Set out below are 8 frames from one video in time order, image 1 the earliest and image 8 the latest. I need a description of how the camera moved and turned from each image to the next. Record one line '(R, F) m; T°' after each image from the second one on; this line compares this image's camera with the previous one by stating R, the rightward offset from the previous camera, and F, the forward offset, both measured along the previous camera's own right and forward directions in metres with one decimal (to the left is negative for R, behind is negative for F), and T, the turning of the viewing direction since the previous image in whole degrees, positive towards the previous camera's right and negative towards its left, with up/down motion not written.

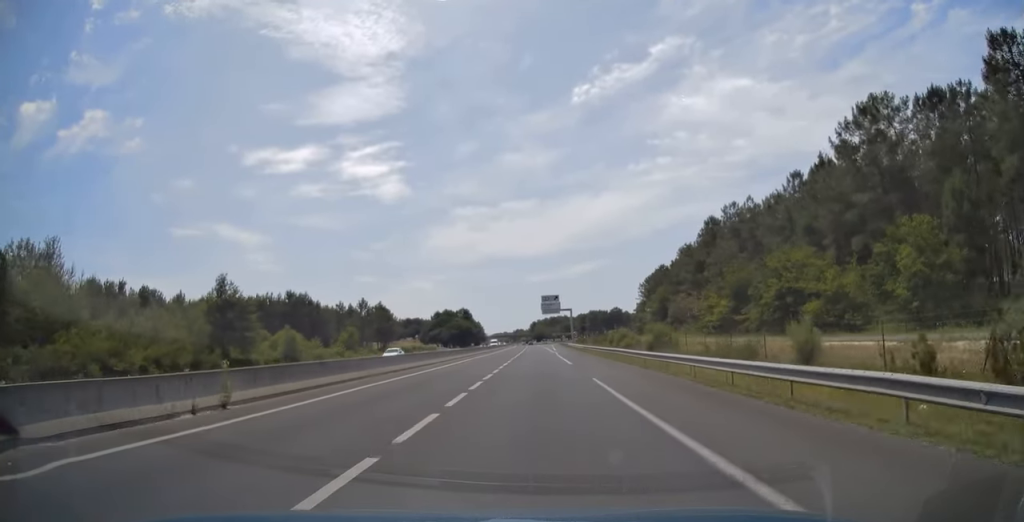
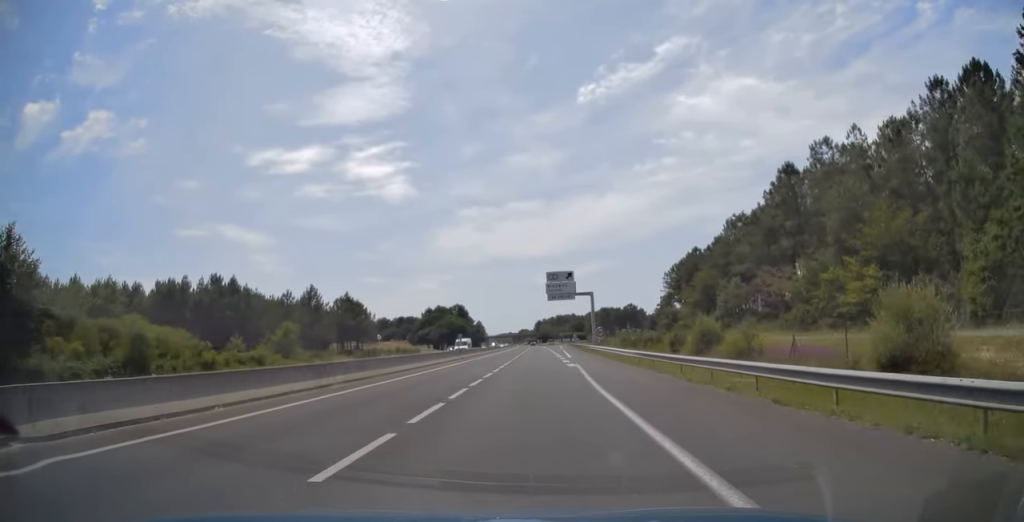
(-0.4, +37.5) m; -1°
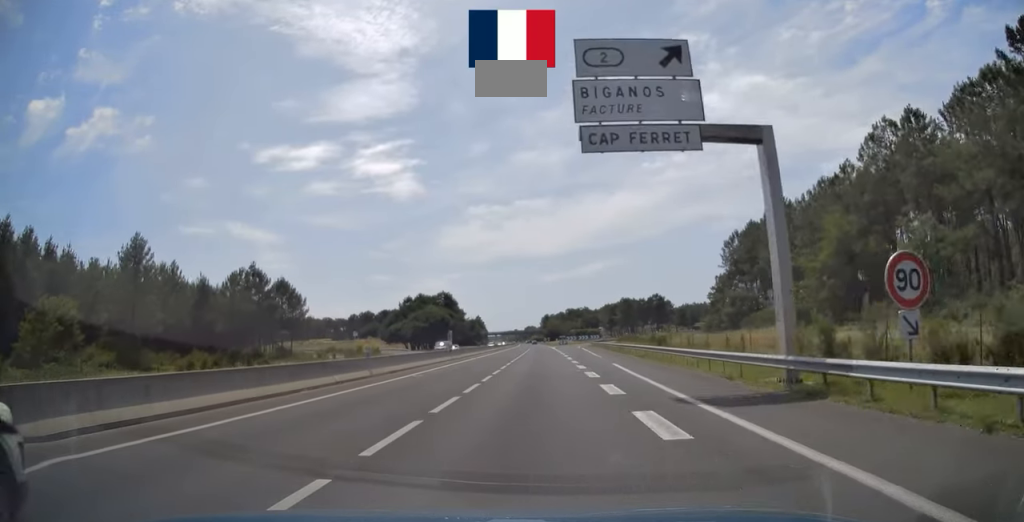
(-0.1, +55.8) m; 0°
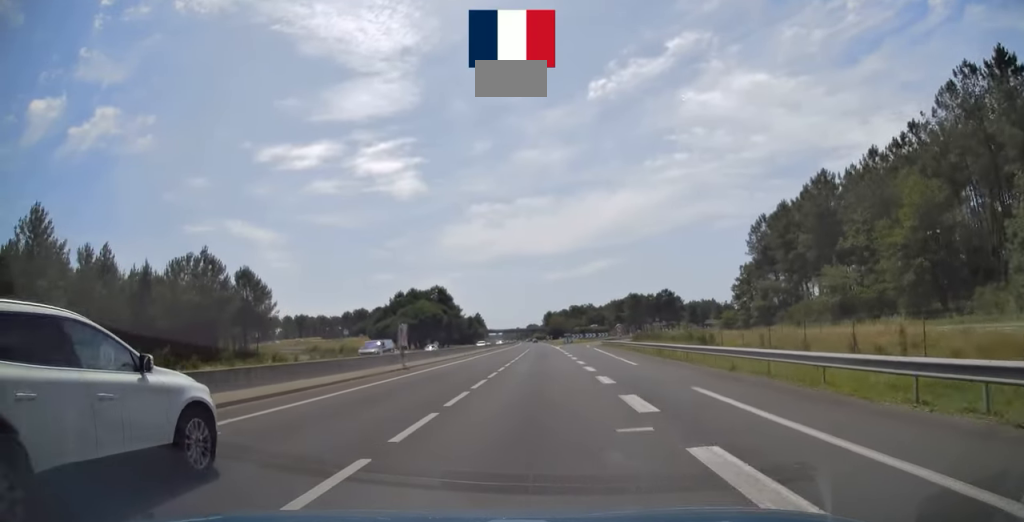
(0.0, +16.6) m; 0°
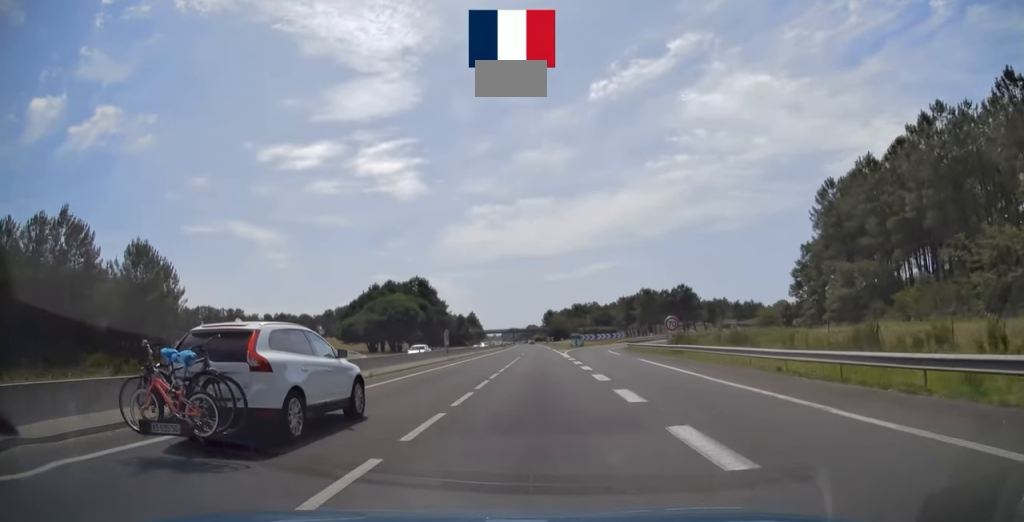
(0.0, +30.6) m; -1°
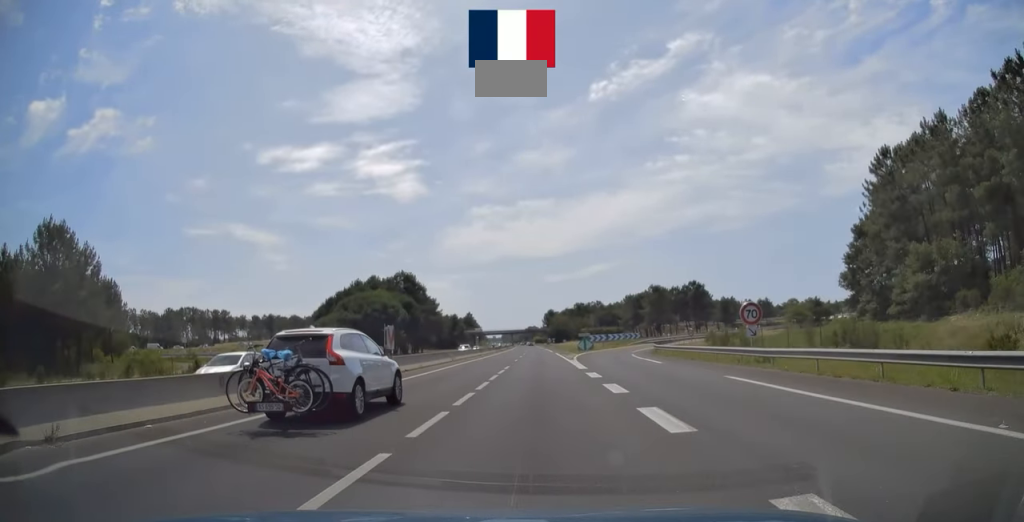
(-0.2, +17.2) m; 0°
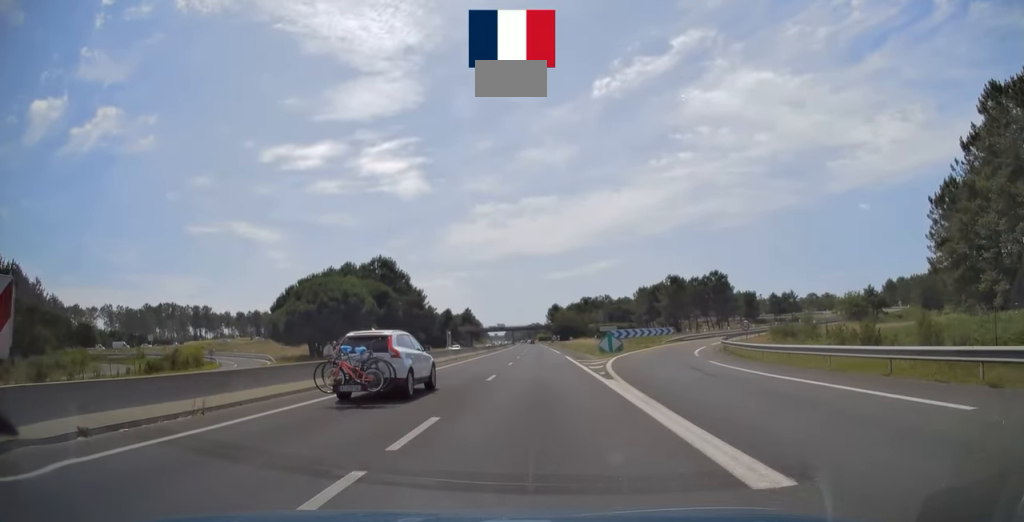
(-0.1, +23.1) m; 0°
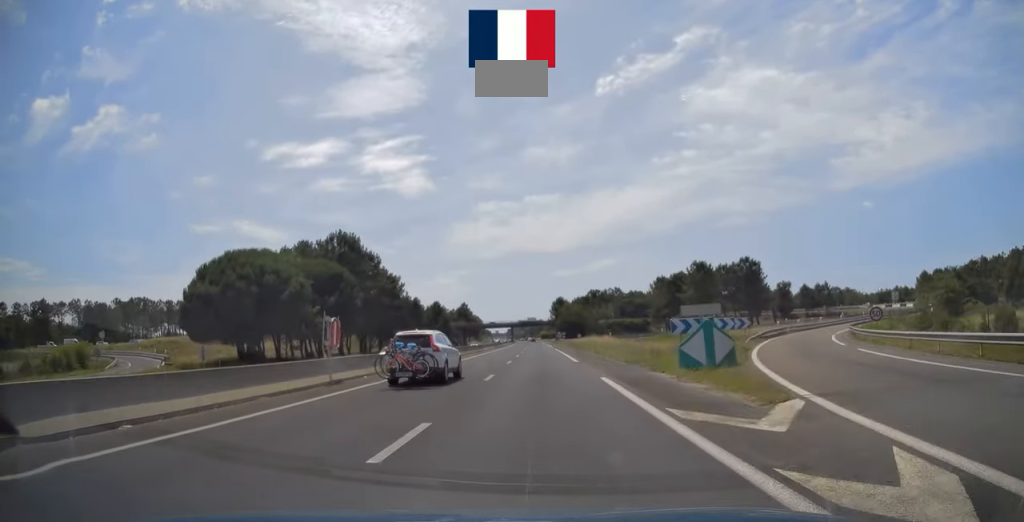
(0.0, +26.9) m; 0°
